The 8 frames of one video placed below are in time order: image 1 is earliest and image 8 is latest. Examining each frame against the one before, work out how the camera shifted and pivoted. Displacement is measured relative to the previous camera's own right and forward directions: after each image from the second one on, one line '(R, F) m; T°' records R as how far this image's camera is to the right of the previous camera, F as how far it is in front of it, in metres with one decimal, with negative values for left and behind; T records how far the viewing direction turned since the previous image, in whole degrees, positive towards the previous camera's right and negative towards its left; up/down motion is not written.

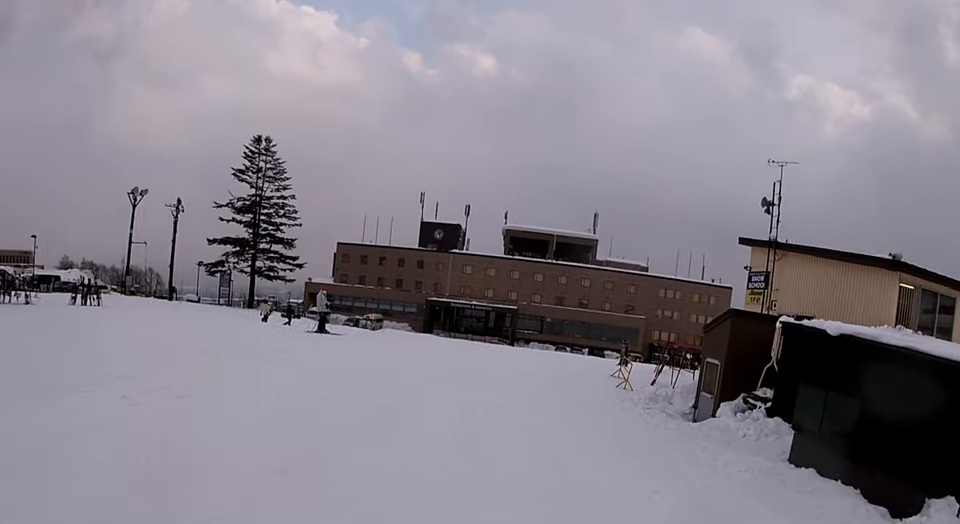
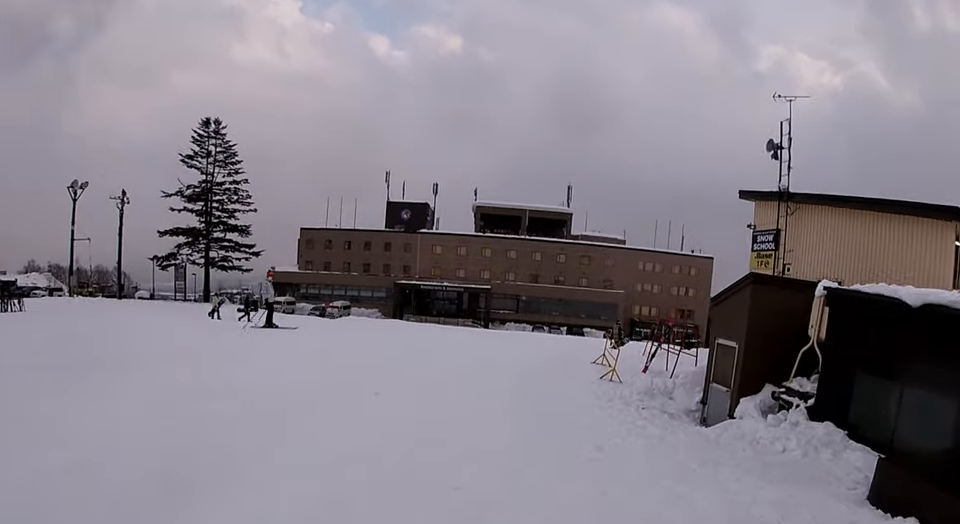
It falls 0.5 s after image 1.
(+0.2, +2.3) m; +5°
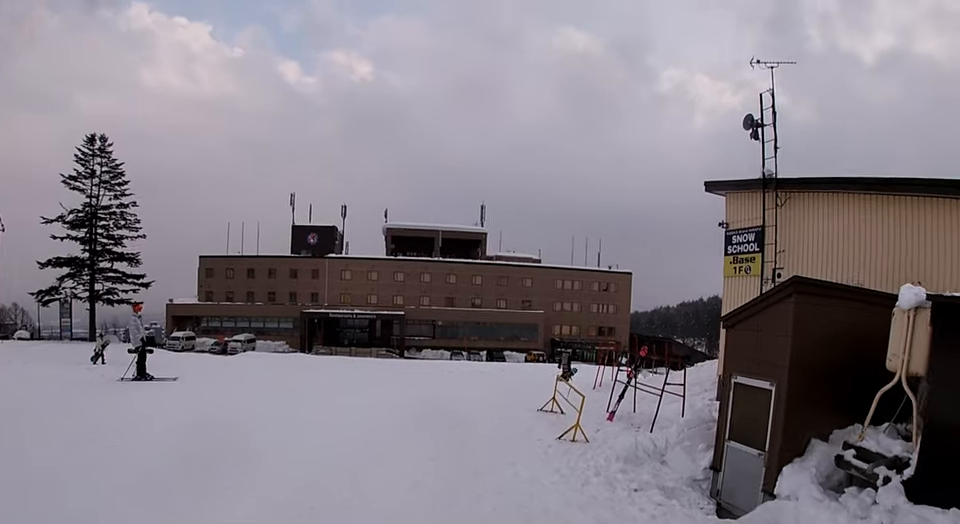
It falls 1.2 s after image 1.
(+0.1, +2.9) m; +3°
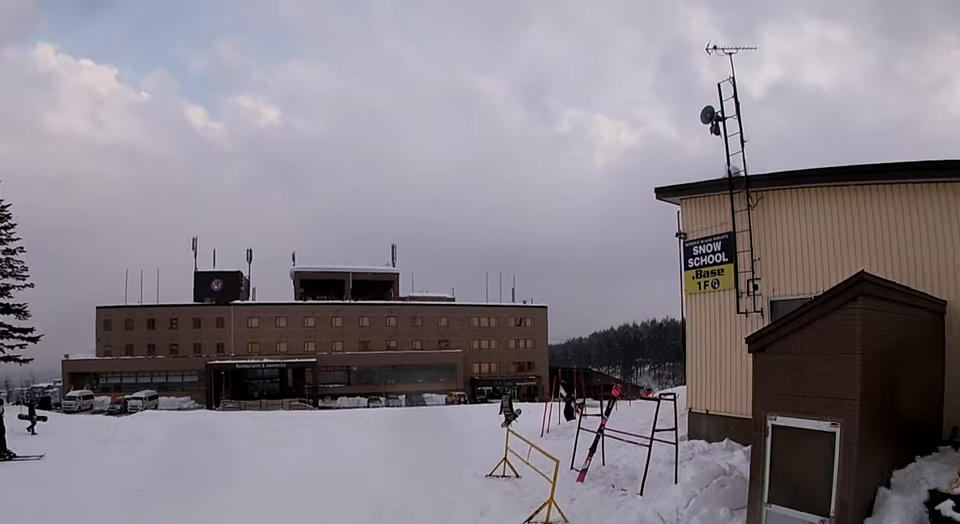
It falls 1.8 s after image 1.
(0.0, +1.9) m; +1°
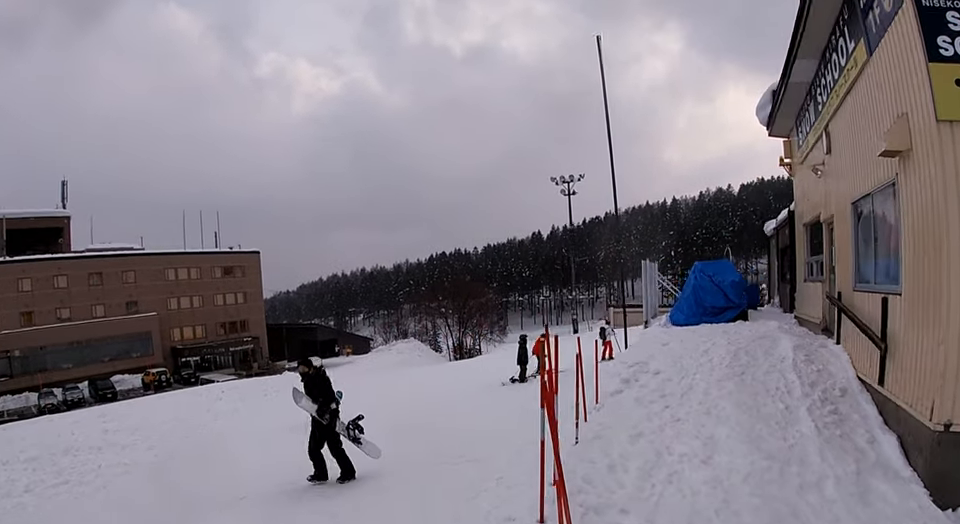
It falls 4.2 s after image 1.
(+2.7, +7.6) m; +36°
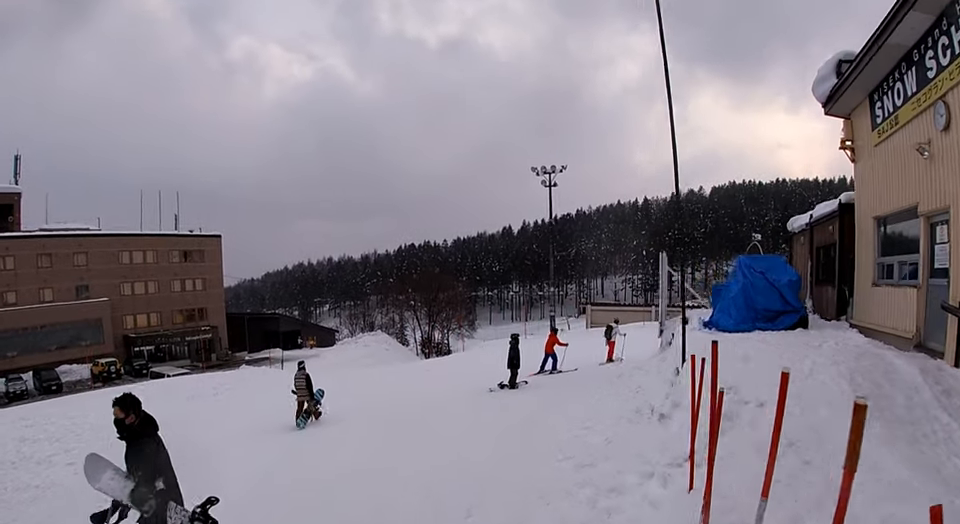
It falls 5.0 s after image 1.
(0.0, +2.6) m; 0°
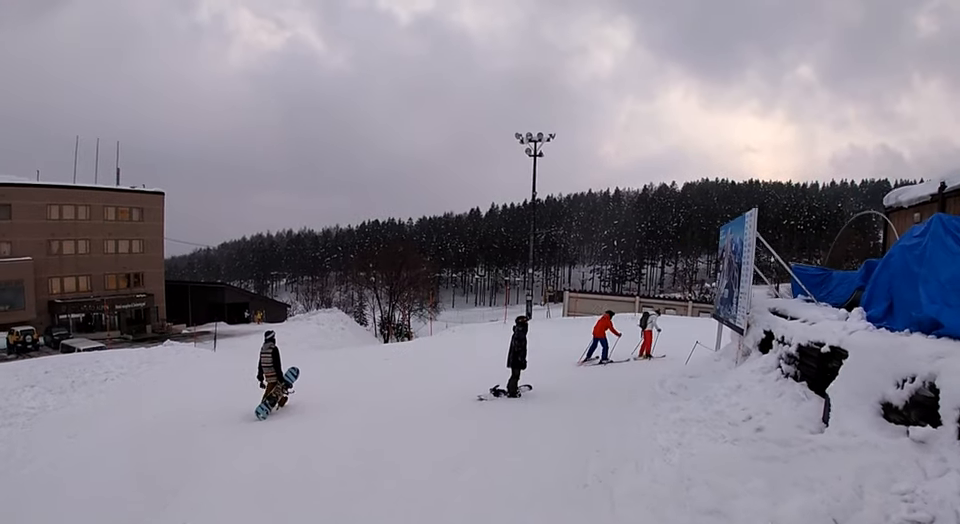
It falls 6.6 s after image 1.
(-0.3, +5.2) m; -18°
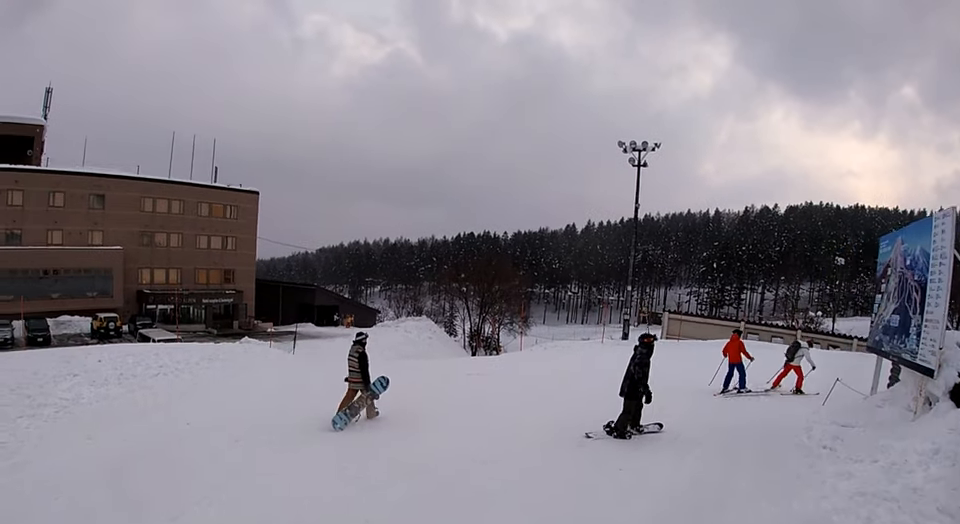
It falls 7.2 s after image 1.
(-0.3, +1.9) m; -9°
